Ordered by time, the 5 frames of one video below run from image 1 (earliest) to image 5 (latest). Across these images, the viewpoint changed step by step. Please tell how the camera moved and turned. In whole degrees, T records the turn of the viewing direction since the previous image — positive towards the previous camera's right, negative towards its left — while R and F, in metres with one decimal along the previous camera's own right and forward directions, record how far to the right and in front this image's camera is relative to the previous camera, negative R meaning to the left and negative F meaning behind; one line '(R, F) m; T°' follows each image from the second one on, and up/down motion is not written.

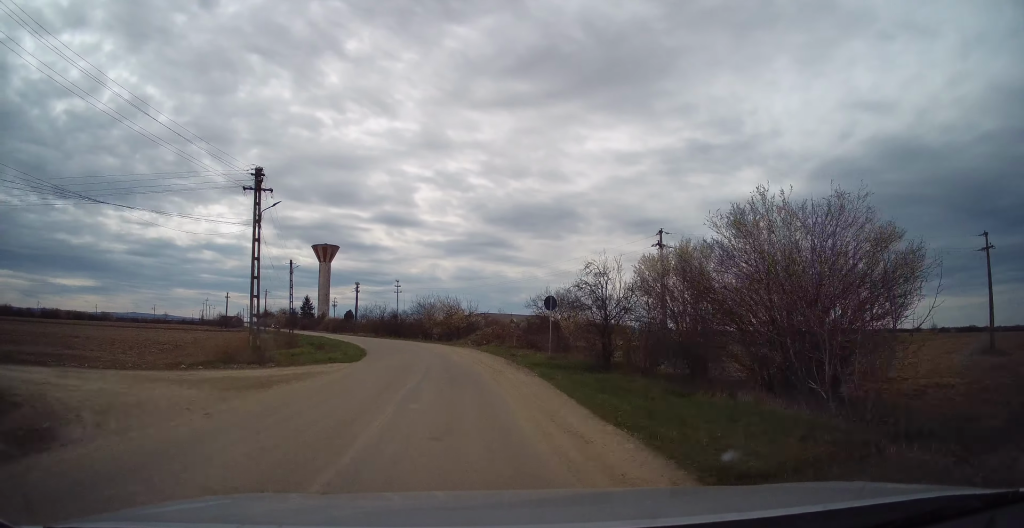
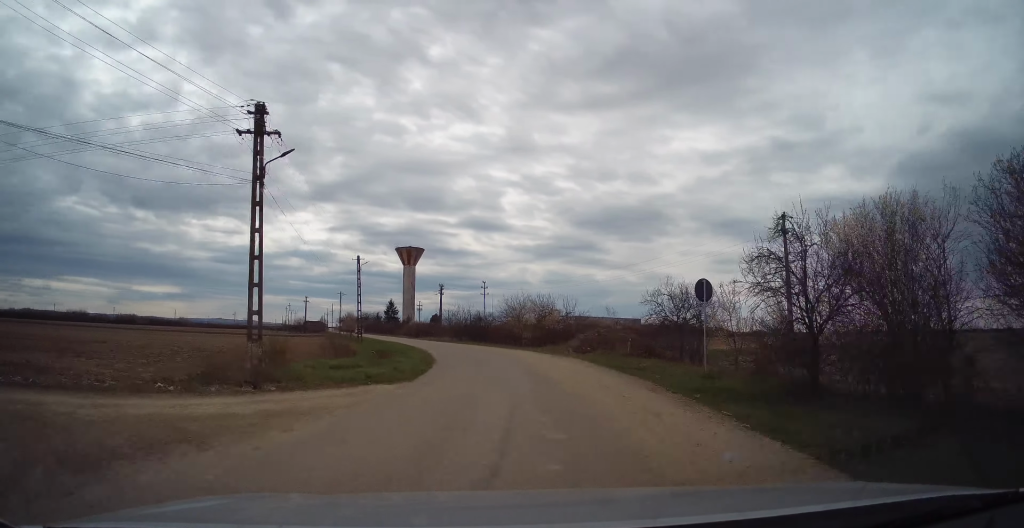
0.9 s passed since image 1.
(-0.3, +8.5) m; -5°
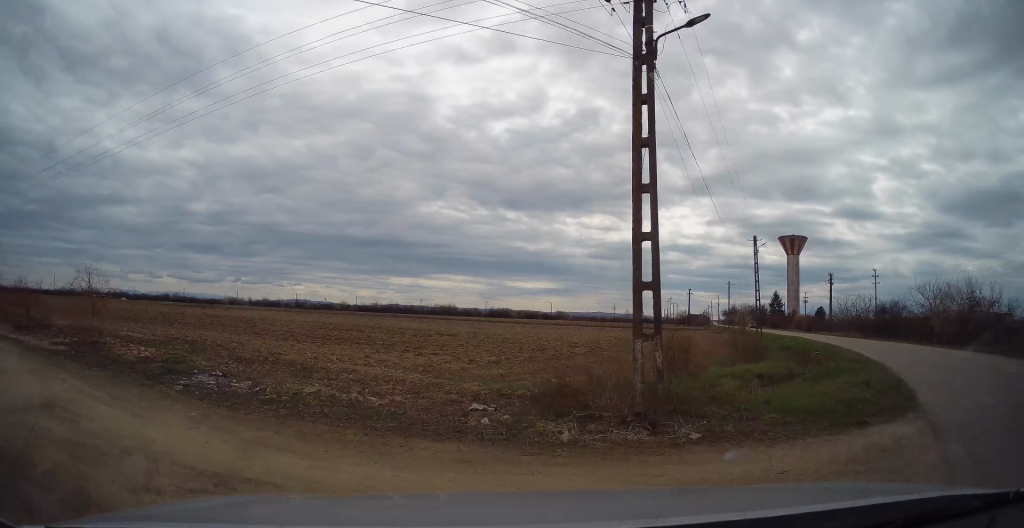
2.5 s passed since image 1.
(-1.4, +9.5) m; -40°
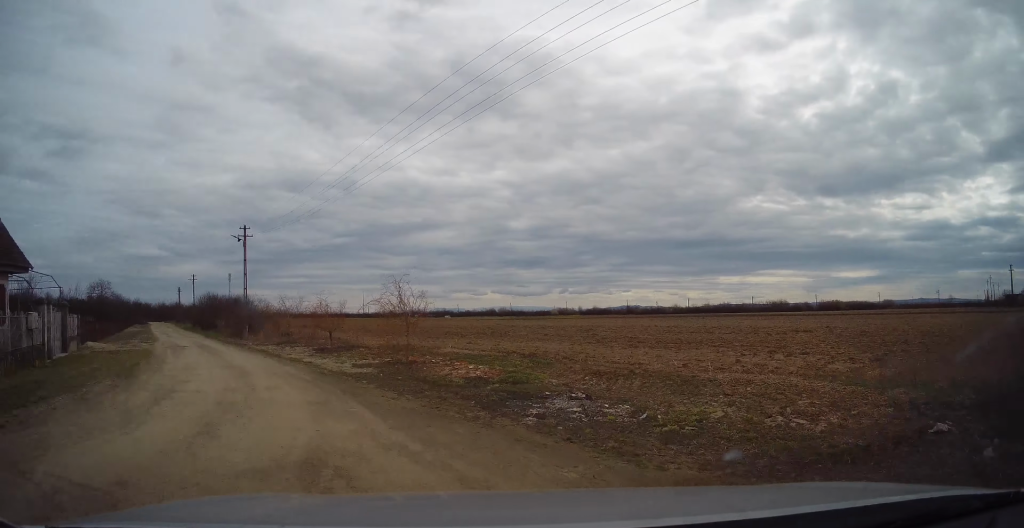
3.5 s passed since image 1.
(-1.8, +3.1) m; -45°
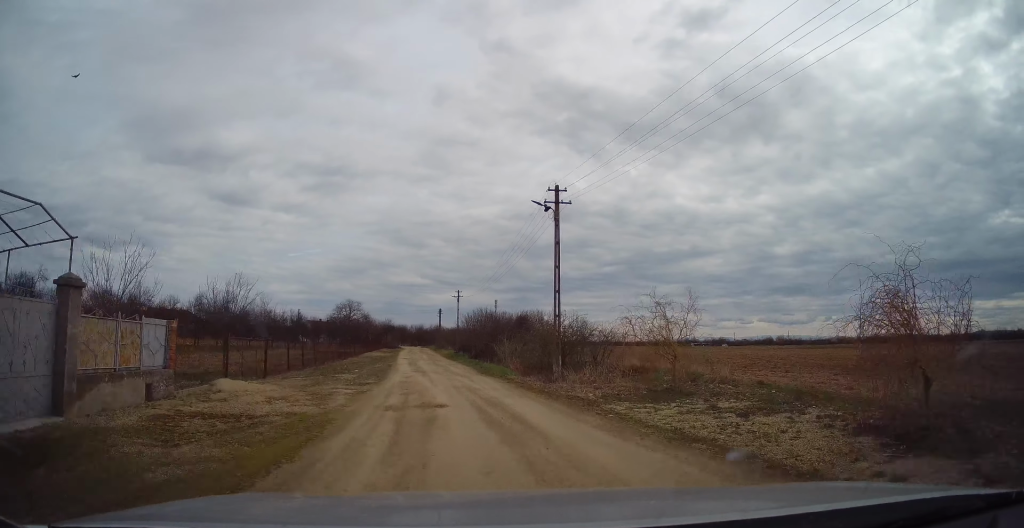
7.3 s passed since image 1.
(-6.2, +15.4) m; -22°
